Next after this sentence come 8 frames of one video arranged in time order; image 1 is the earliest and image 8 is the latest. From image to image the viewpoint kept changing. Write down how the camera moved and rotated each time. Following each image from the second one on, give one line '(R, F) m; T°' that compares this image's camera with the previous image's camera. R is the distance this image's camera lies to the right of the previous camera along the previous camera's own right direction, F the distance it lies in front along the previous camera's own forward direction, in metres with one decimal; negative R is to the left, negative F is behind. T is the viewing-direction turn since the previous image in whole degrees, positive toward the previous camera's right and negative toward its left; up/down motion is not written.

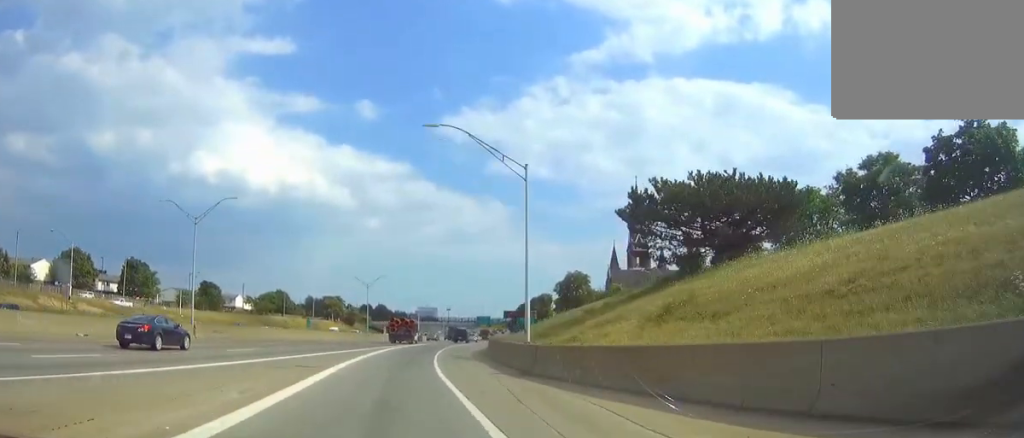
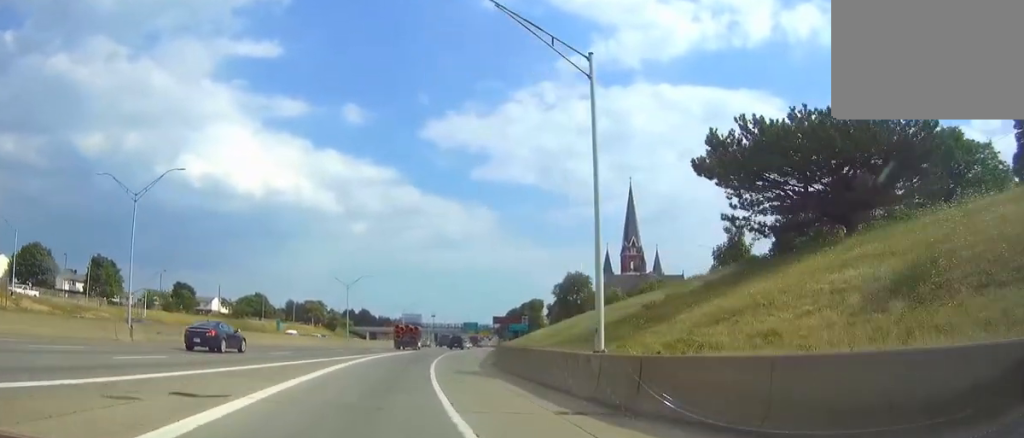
(0.0, +12.6) m; +2°
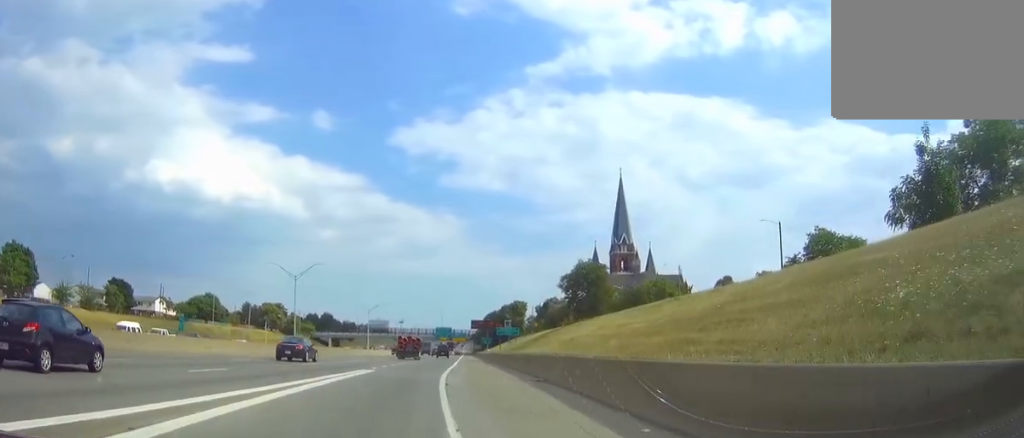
(+1.1, +28.8) m; +3°
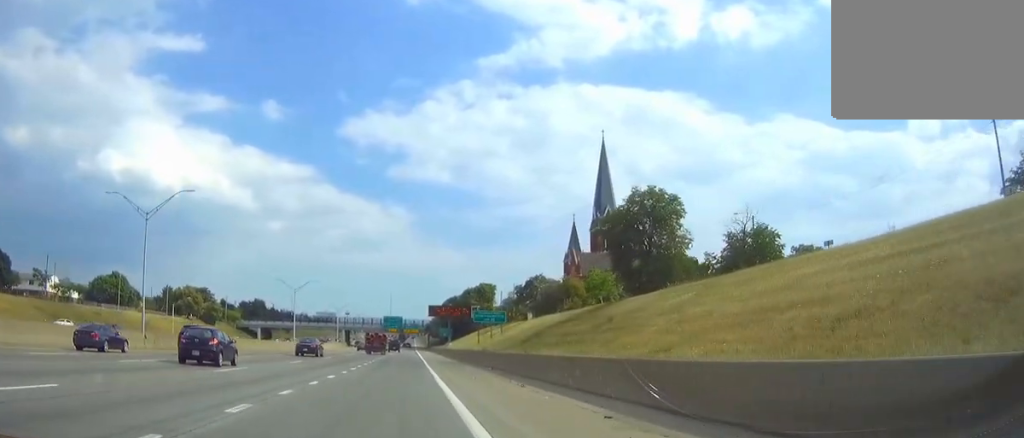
(+0.1, +43.6) m; +1°
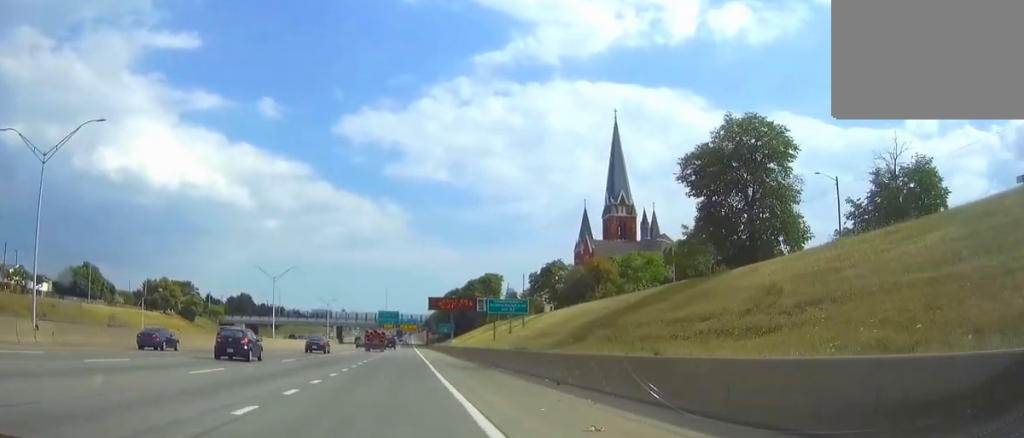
(+0.3, +18.5) m; +1°
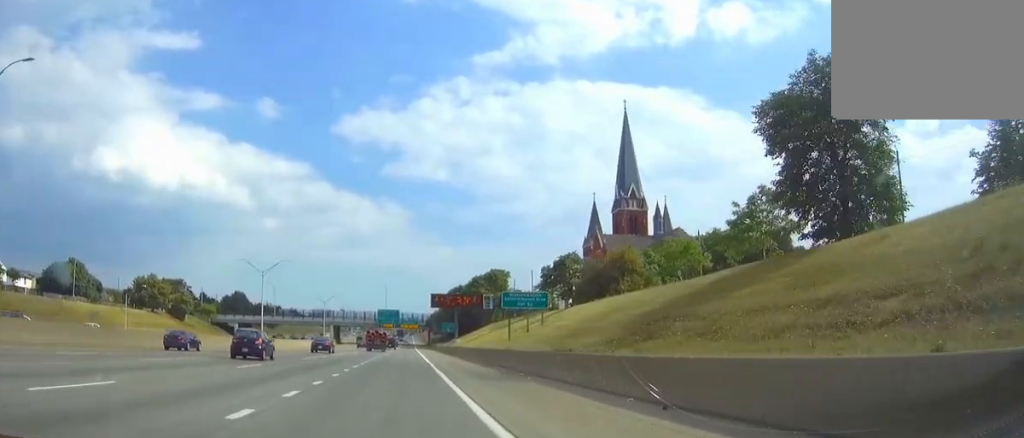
(0.0, +10.2) m; 0°
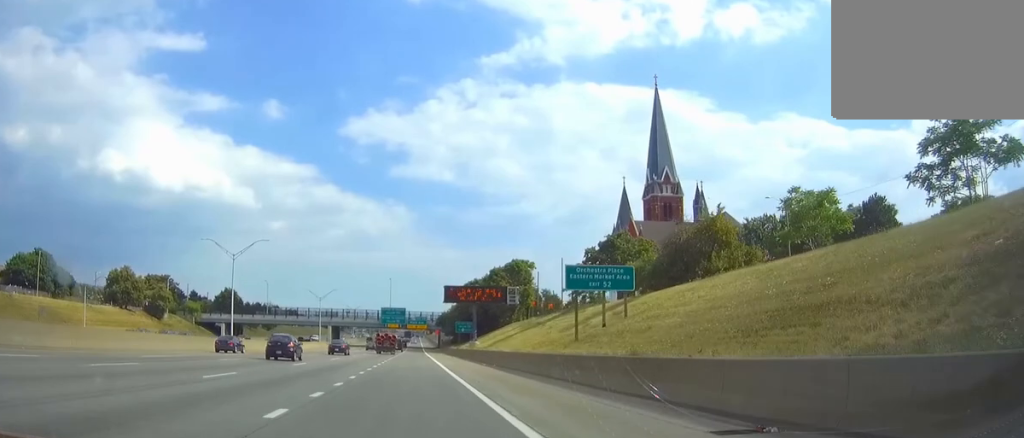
(0.0, +23.2) m; 0°
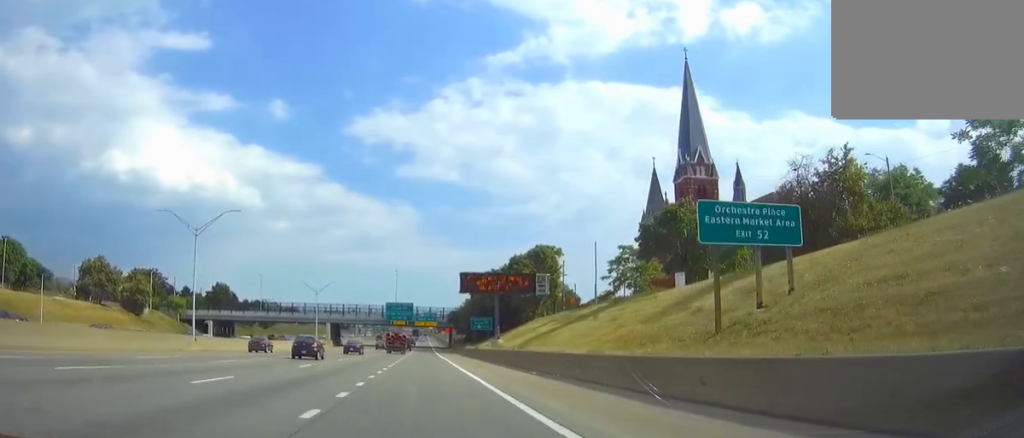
(-0.1, +18.4) m; 0°
